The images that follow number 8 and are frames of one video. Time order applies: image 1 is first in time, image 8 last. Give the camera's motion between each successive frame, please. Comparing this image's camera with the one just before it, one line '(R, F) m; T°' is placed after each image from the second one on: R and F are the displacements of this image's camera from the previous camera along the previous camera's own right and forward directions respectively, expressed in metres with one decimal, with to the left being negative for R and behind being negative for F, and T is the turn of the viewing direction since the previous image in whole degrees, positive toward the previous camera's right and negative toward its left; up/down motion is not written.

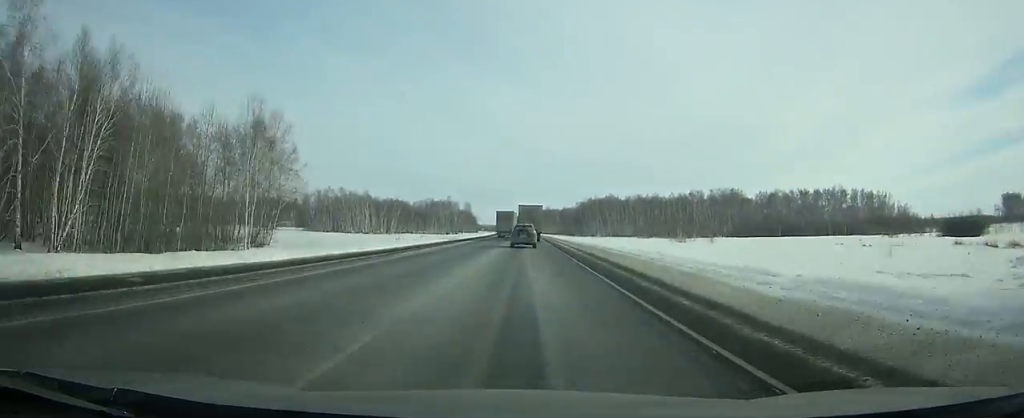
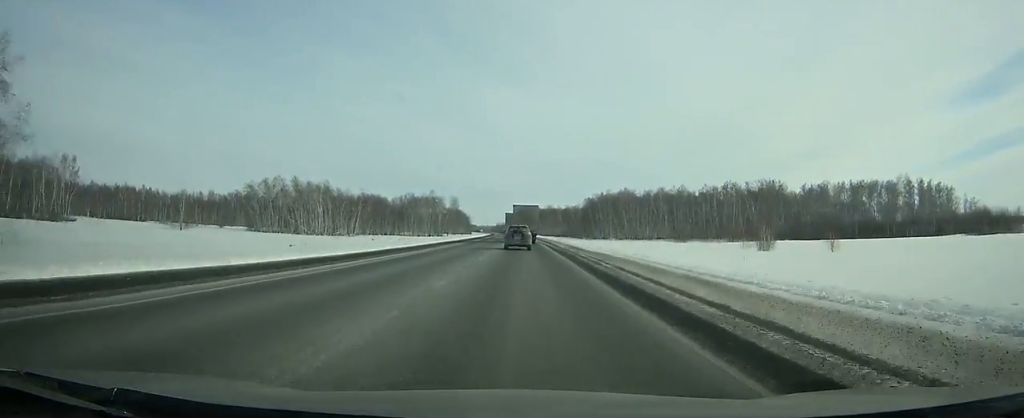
(0.0, +50.6) m; 0°
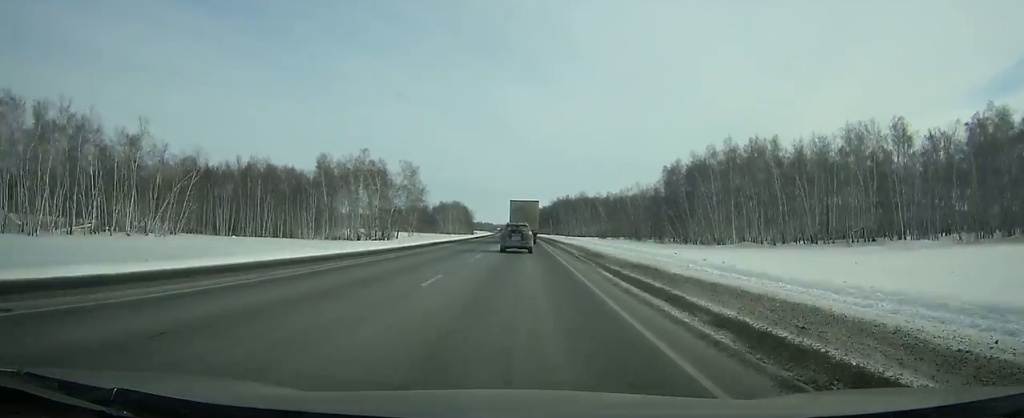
(-0.7, +133.2) m; -1°
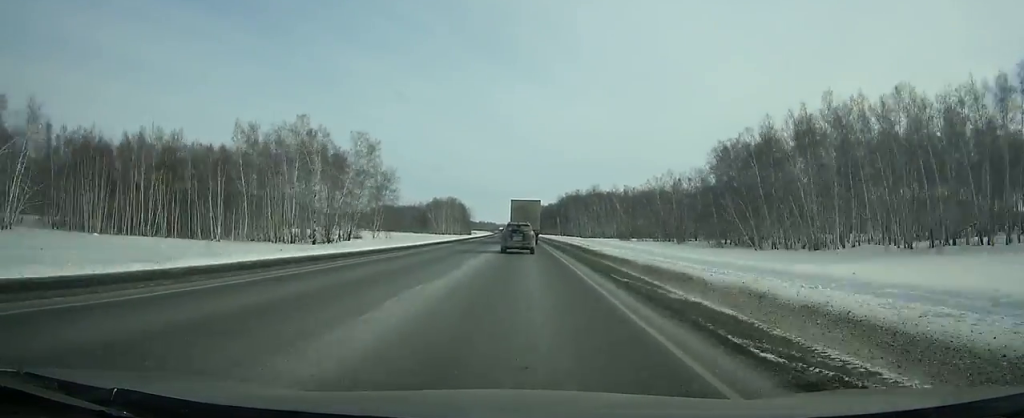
(-0.3, +39.0) m; 0°
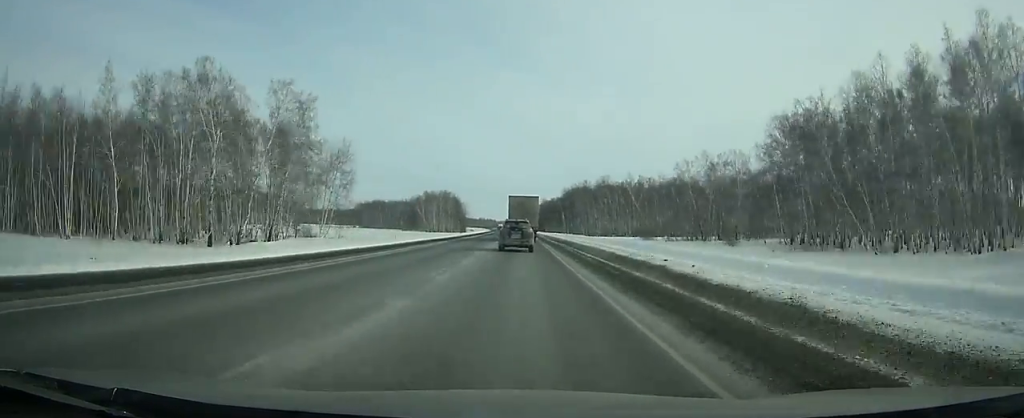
(-0.1, +32.2) m; 0°
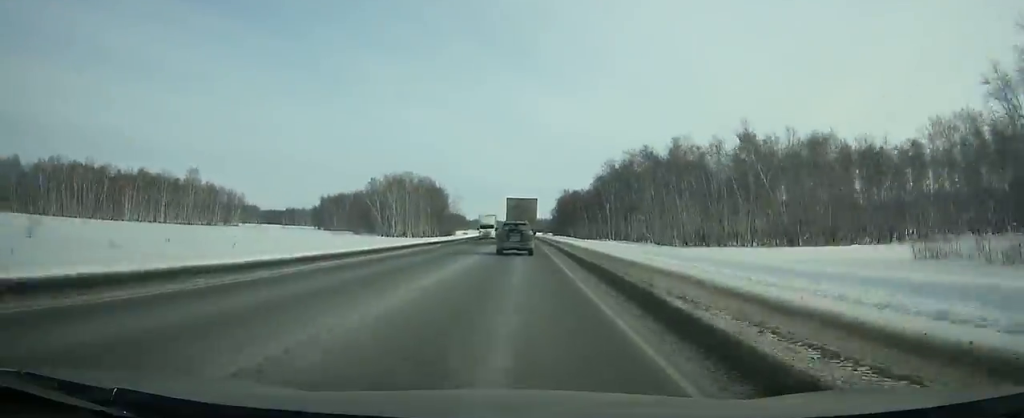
(-0.6, +98.5) m; -1°
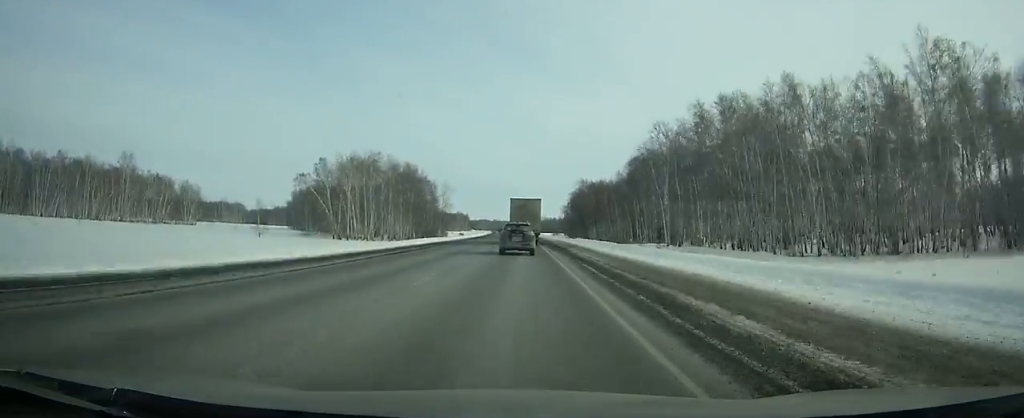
(-0.5, +48.1) m; -1°
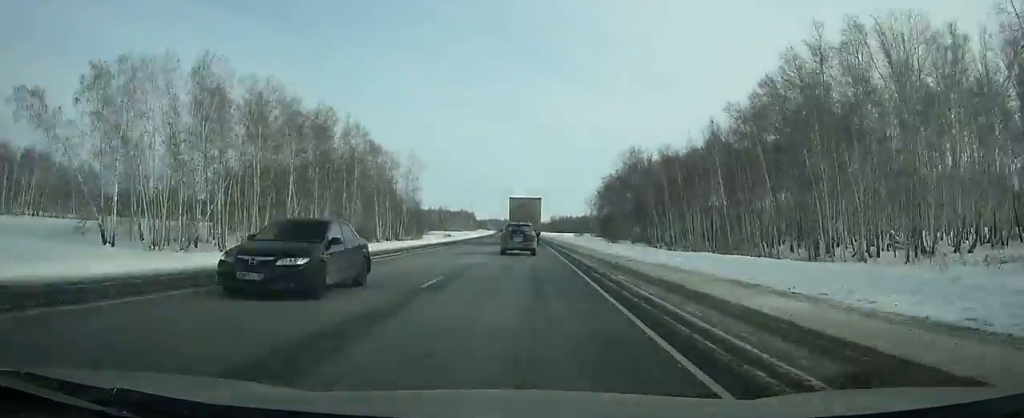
(-0.8, +73.2) m; -1°
